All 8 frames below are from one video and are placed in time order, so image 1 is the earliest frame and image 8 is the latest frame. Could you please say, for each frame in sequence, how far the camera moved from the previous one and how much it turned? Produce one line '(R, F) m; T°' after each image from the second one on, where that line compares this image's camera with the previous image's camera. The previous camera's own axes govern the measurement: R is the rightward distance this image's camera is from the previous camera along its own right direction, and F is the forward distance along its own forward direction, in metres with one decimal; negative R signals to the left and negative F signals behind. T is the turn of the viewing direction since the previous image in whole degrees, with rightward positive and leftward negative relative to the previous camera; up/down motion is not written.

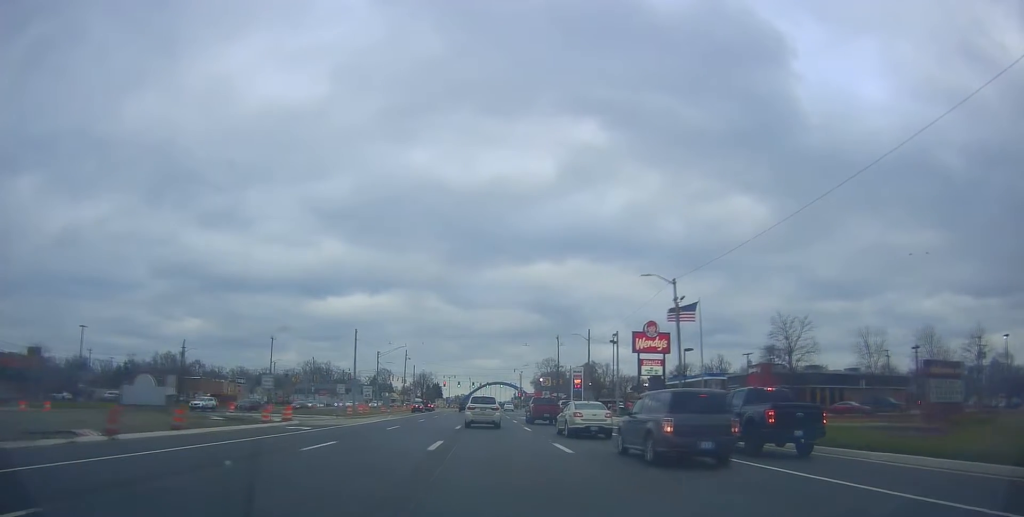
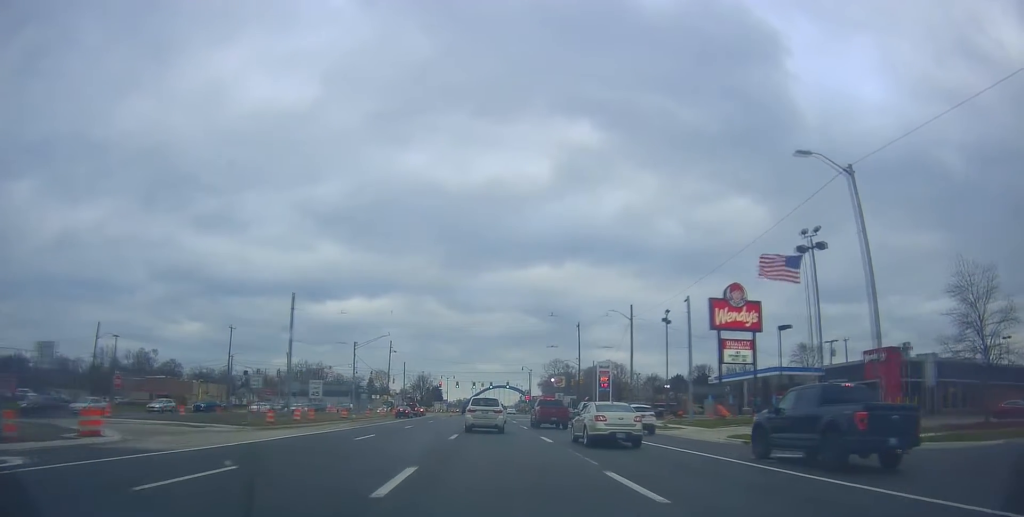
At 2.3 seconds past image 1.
(-0.6, +22.8) m; -1°
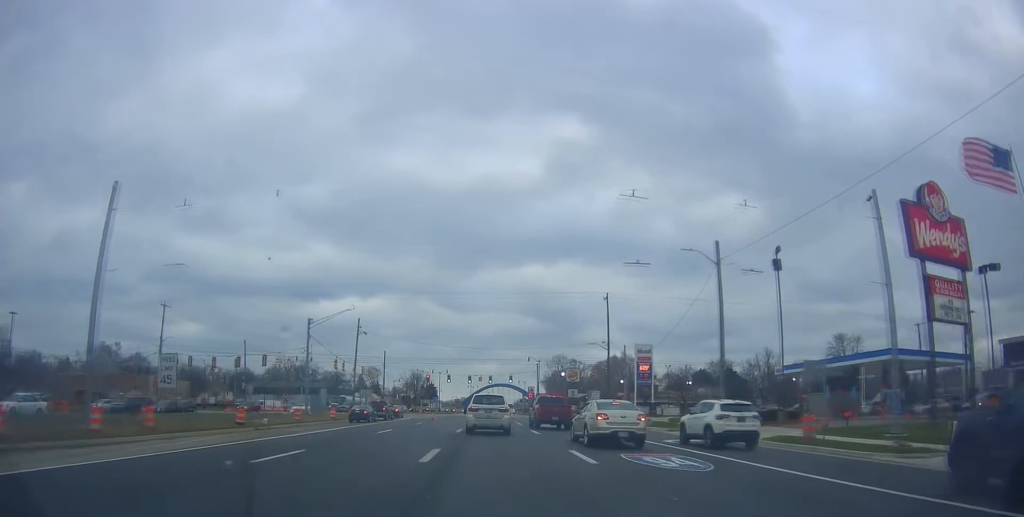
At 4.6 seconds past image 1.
(+0.7, +23.7) m; +3°
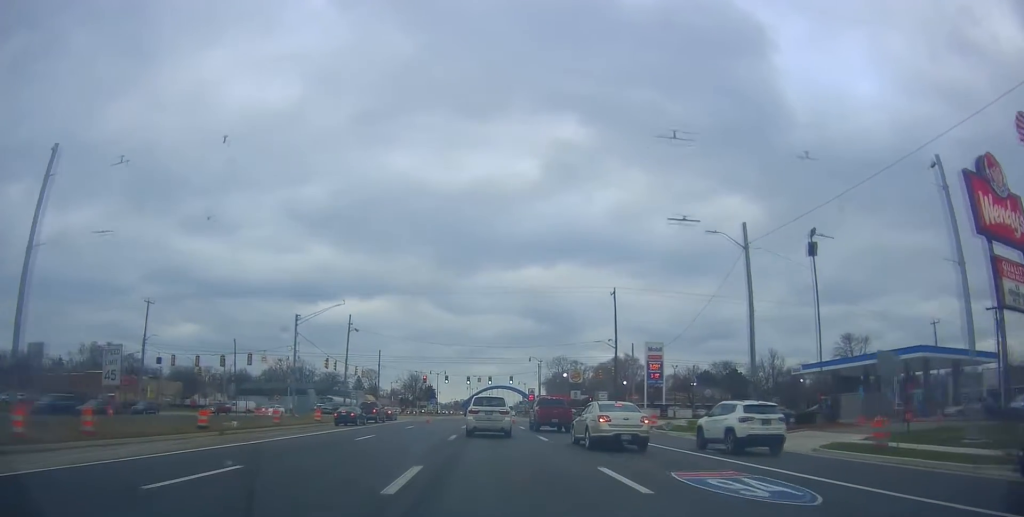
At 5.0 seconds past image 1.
(+0.1, +4.6) m; +1°
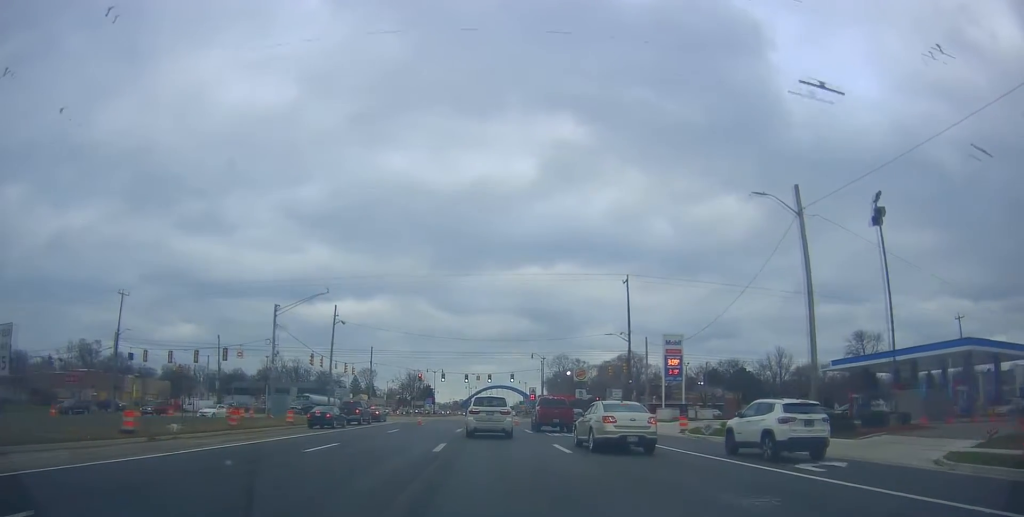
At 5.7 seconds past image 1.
(0.0, +6.6) m; 0°
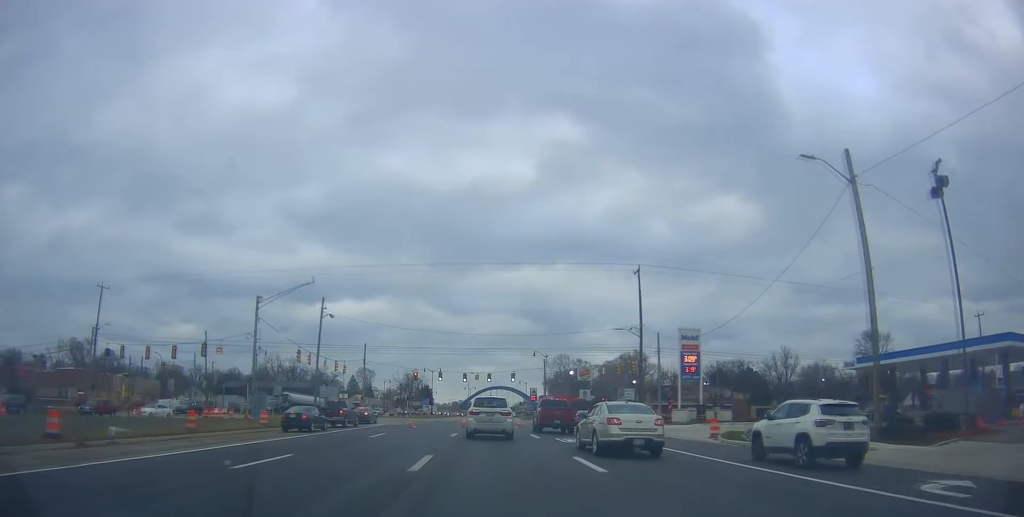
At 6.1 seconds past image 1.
(0.0, +4.8) m; -1°
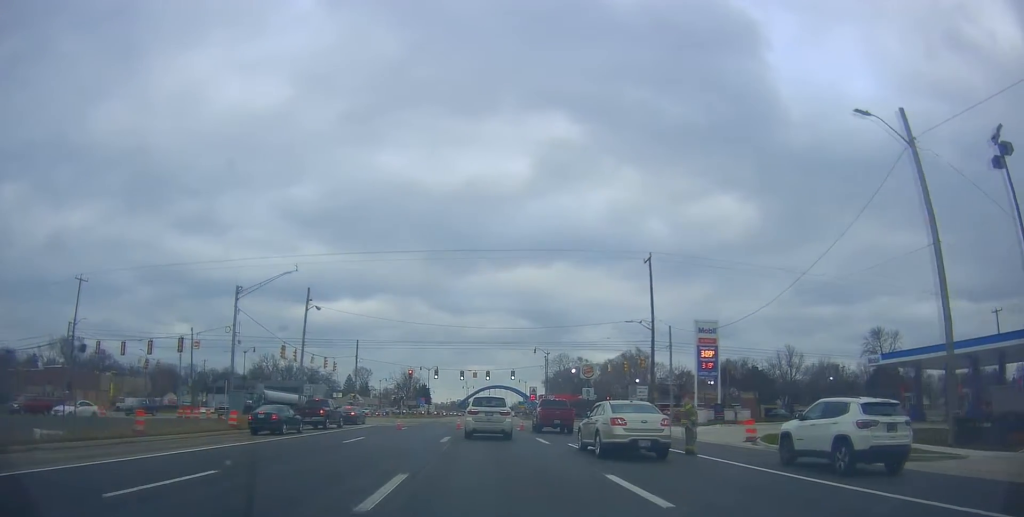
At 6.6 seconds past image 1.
(+0.1, +4.5) m; -2°
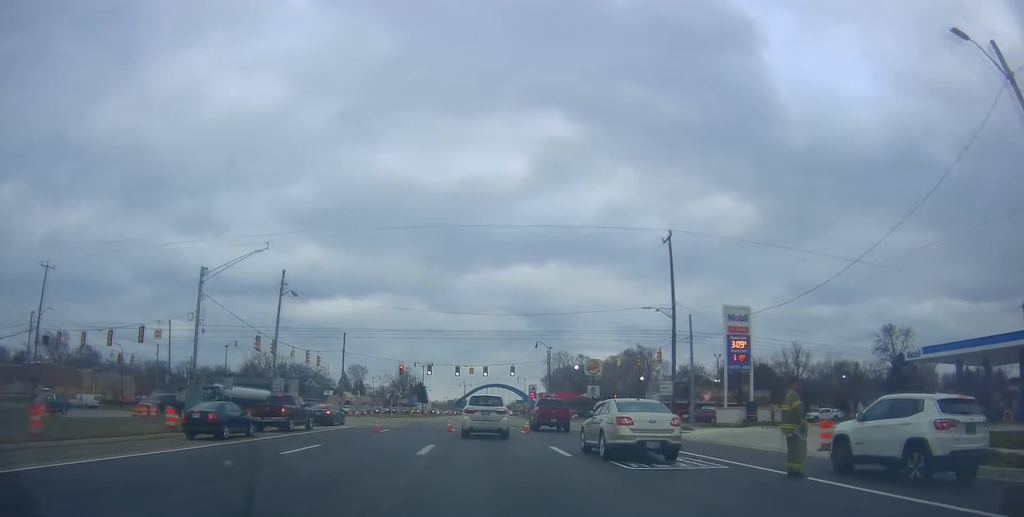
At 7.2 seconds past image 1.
(-0.1, +6.5) m; -2°
